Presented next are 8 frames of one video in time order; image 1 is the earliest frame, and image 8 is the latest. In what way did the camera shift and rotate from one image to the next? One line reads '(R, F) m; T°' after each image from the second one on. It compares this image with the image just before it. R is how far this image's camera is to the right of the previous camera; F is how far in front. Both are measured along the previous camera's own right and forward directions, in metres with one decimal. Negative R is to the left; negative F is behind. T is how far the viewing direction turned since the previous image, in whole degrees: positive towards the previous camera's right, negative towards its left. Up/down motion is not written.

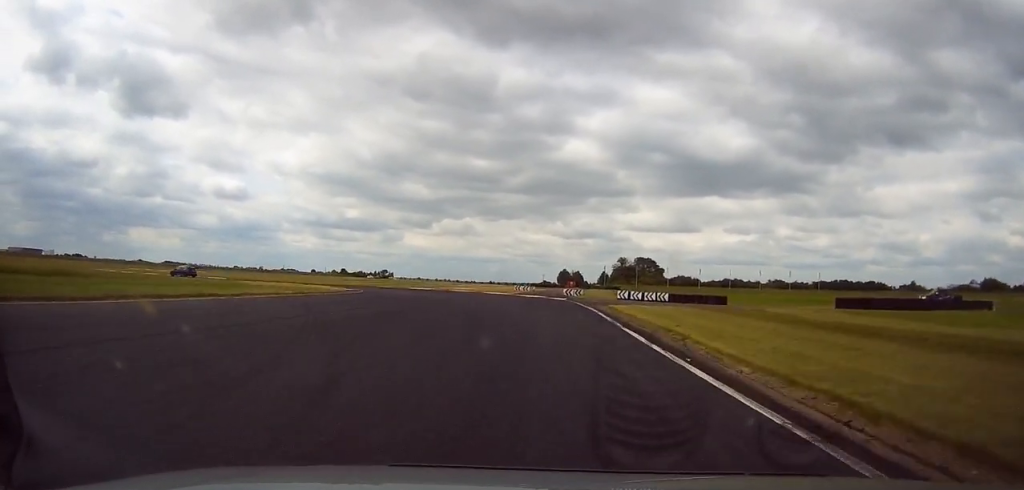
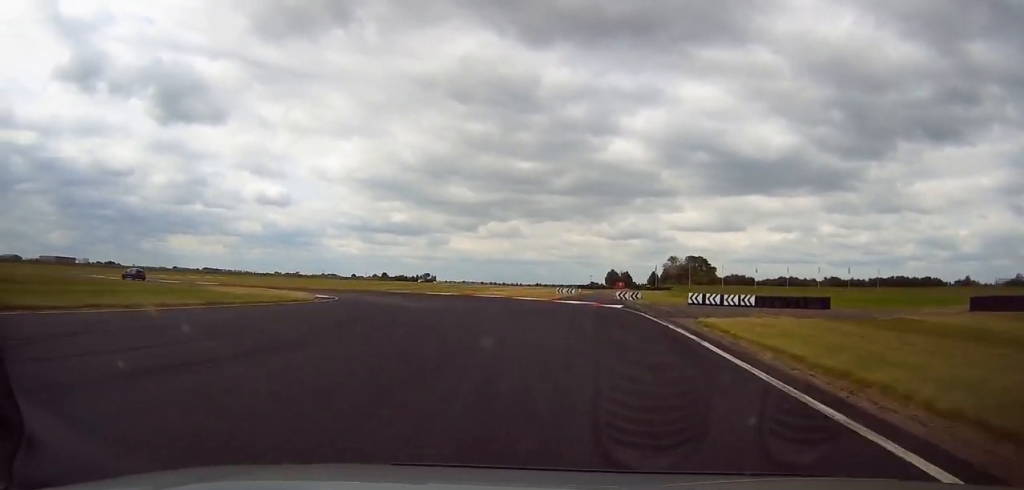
(+0.6, +13.9) m; -4°
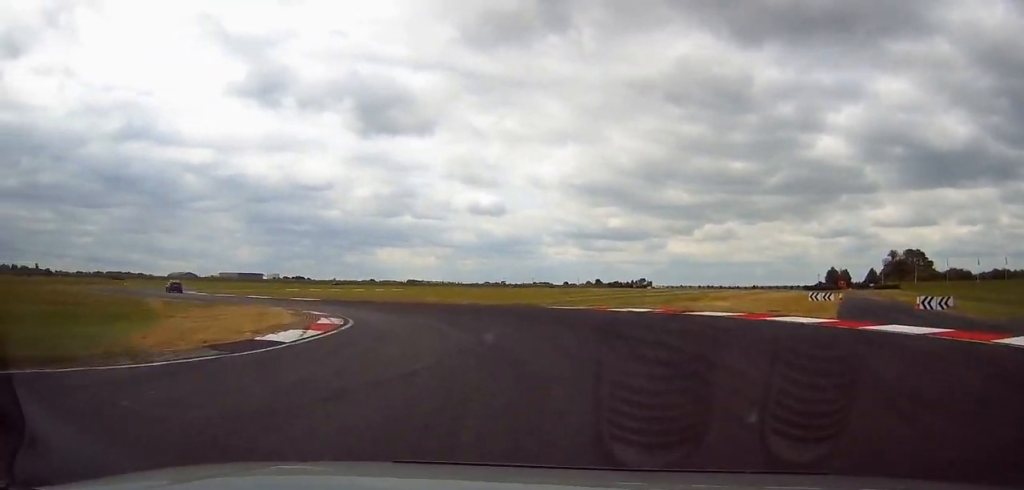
(-3.0, +23.7) m; -19°
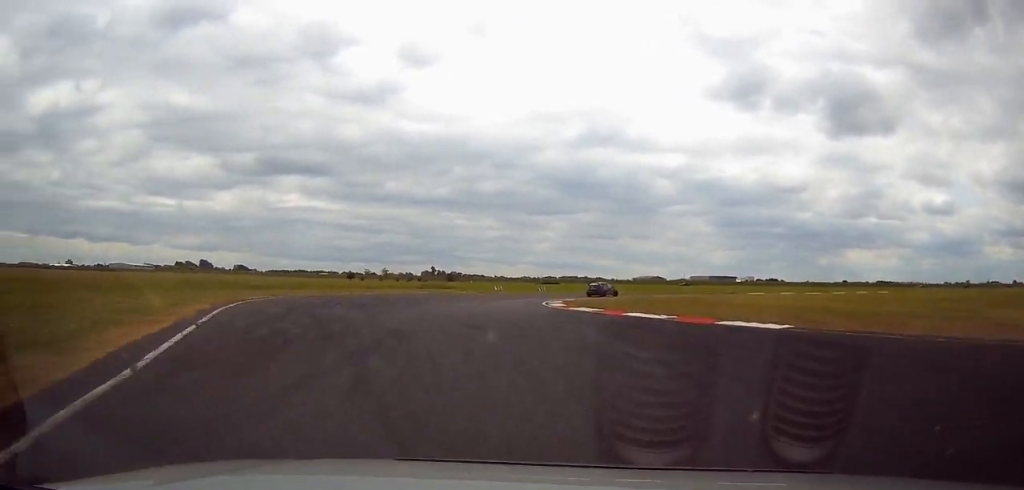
(-12.7, +33.5) m; -35°
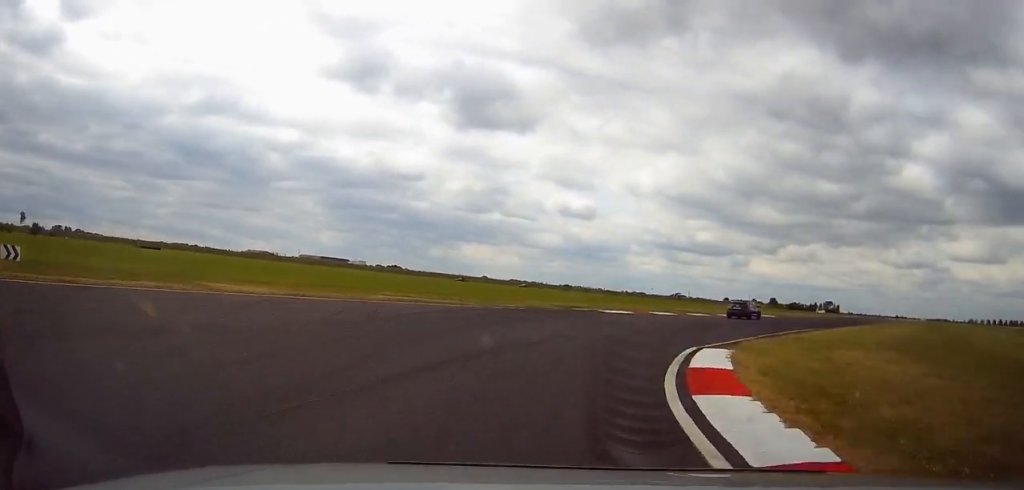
(+2.6, +64.4) m; +30°
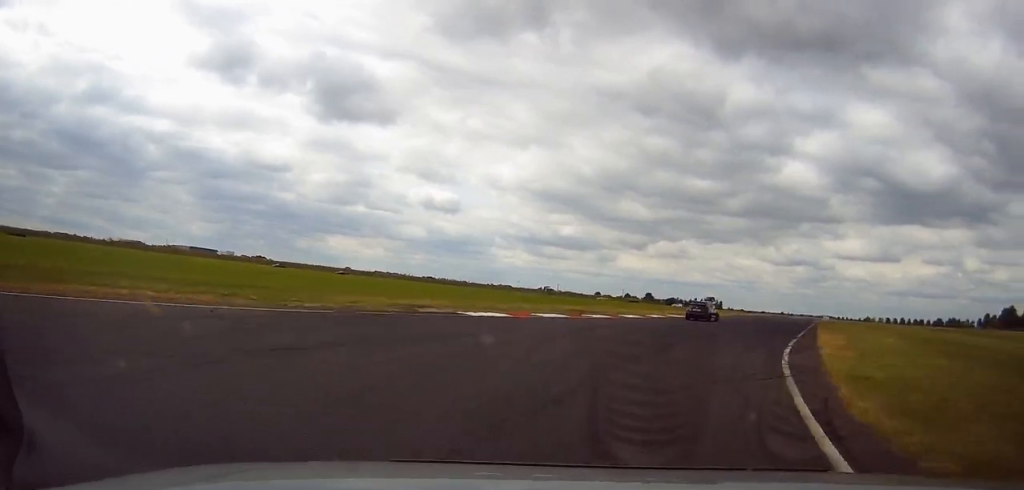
(+2.9, +13.6) m; +11°
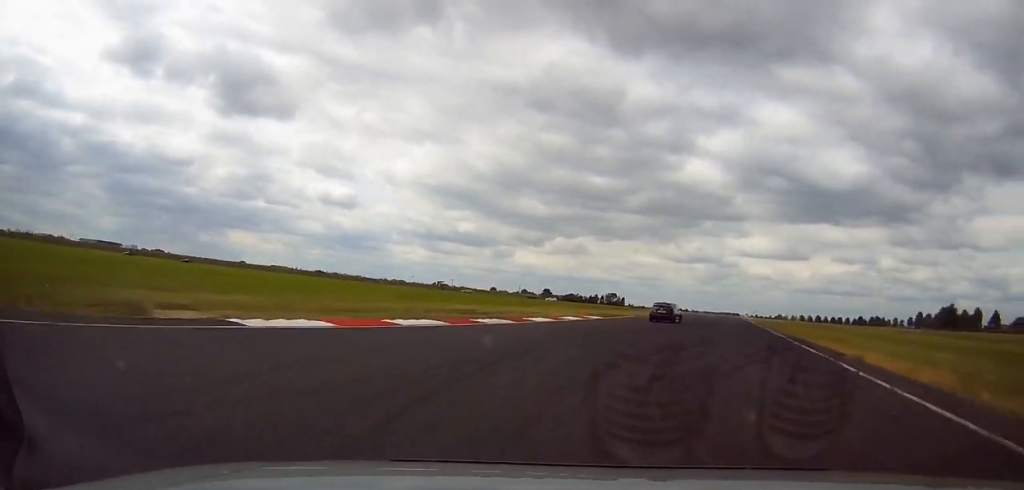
(+0.3, +12.2) m; +10°
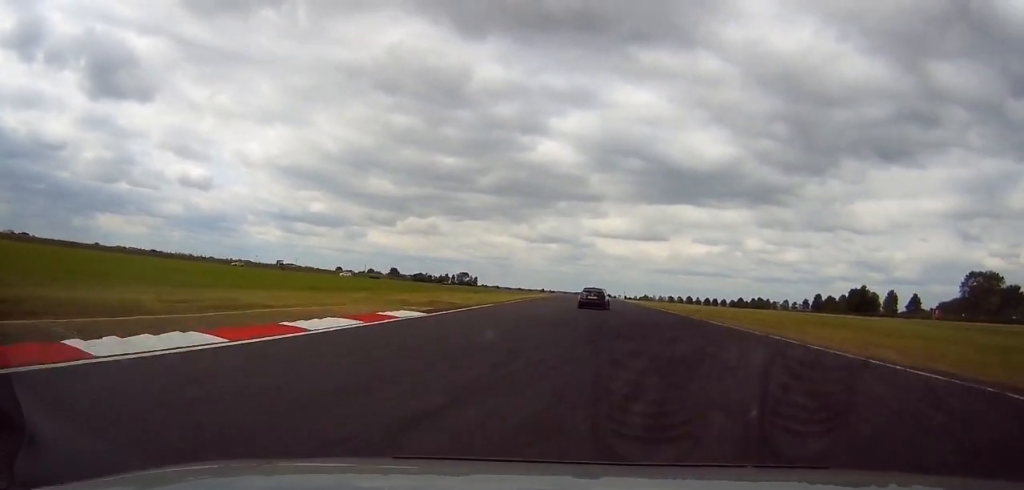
(+3.1, +24.5) m; +9°
